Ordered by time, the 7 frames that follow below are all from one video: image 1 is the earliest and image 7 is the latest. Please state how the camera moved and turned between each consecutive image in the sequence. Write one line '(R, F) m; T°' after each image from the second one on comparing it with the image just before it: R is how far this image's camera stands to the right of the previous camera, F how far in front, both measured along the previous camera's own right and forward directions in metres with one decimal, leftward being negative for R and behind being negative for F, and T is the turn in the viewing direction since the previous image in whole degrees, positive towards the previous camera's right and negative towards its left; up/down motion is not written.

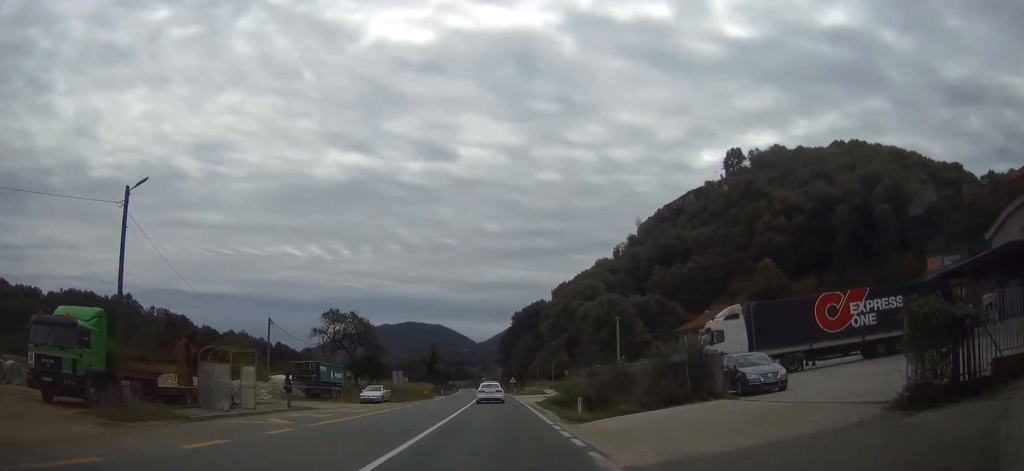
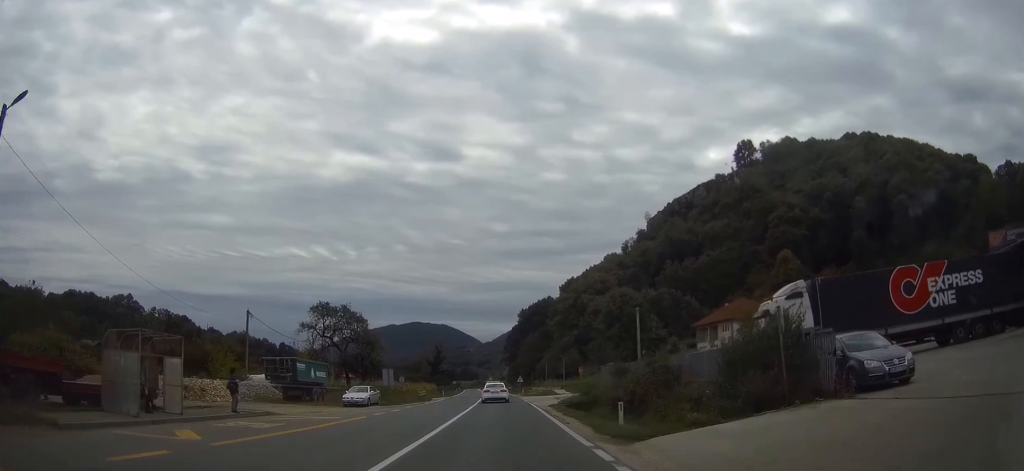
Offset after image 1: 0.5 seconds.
(0.0, +7.6) m; 0°
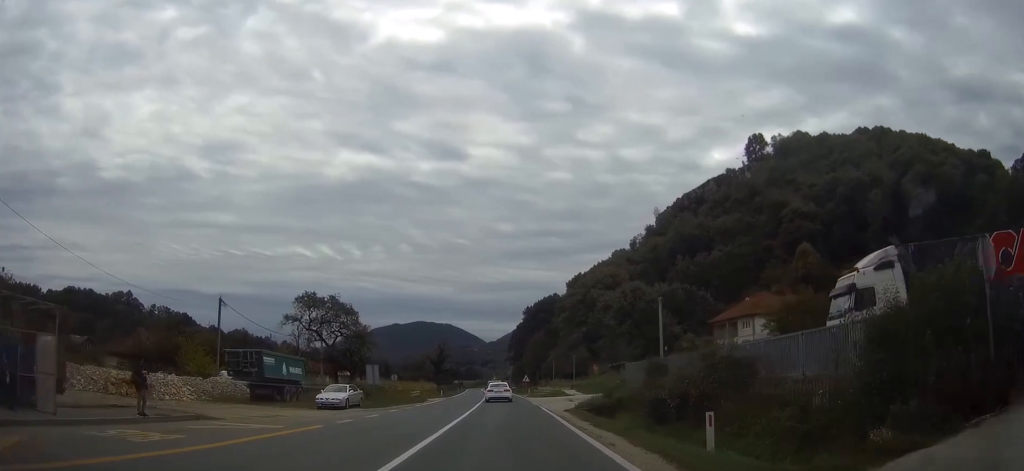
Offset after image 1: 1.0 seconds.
(0.0, +7.2) m; 0°
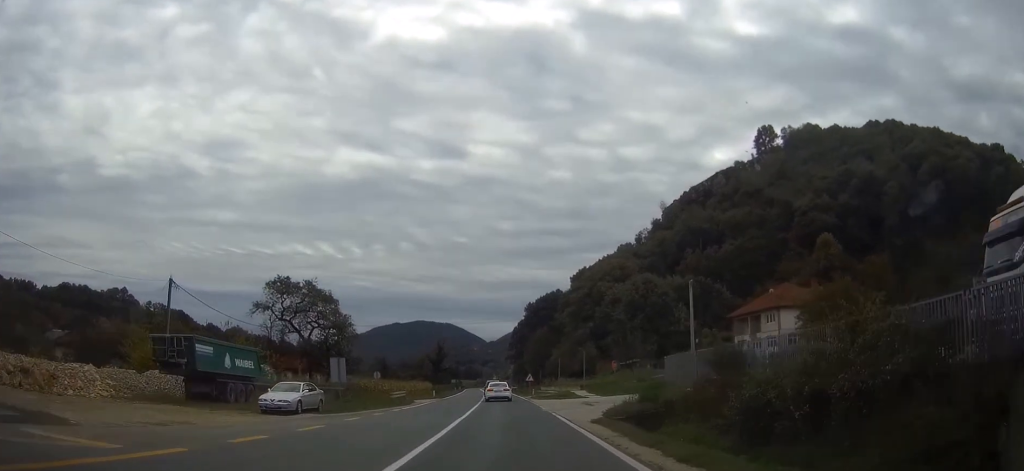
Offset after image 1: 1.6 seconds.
(0.0, +9.5) m; 0°
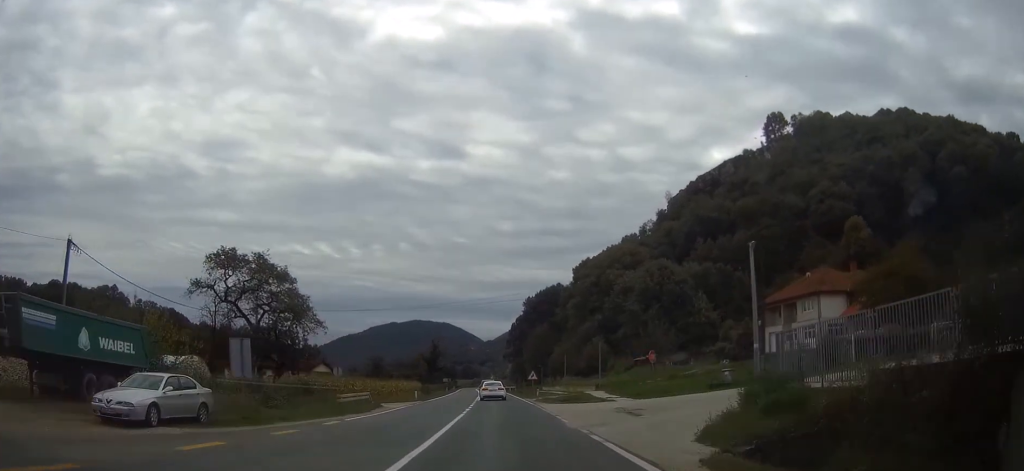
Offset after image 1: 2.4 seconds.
(0.0, +12.9) m; 0°
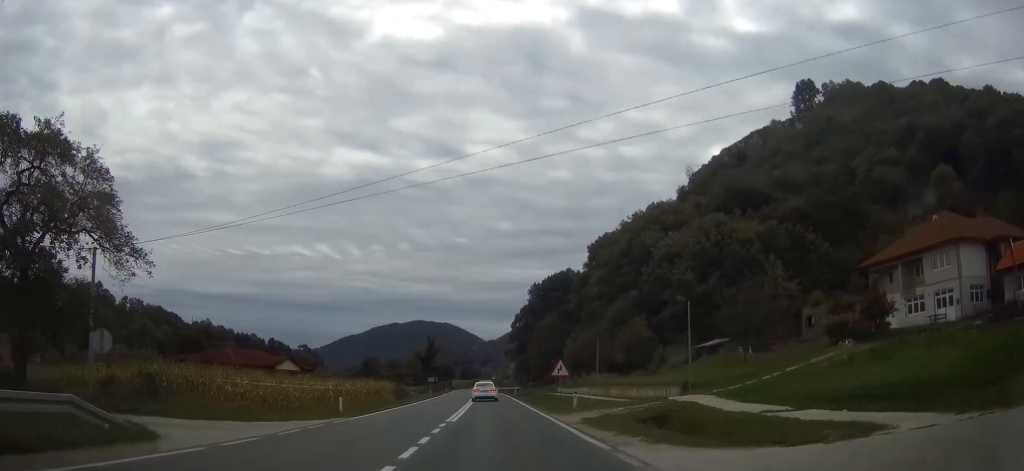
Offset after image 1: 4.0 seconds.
(-0.1, +27.0) m; 0°
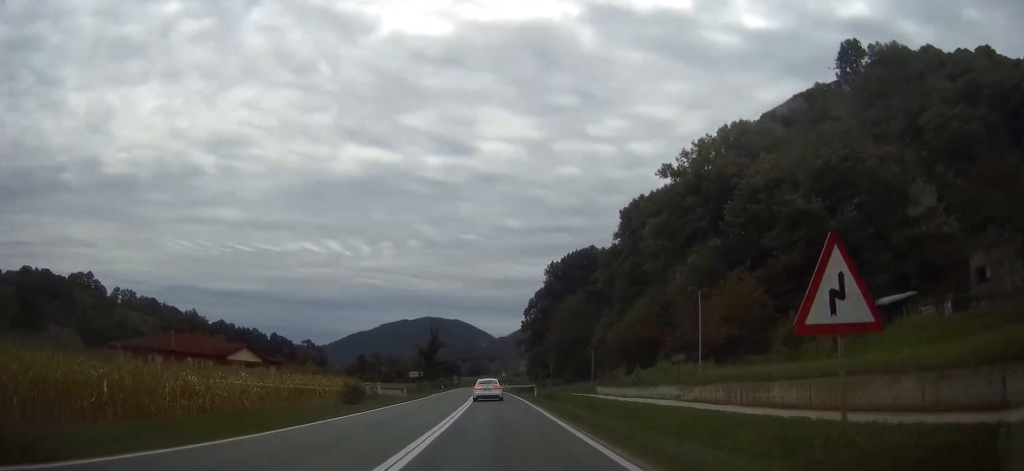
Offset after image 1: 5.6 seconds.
(0.0, +27.6) m; 0°
